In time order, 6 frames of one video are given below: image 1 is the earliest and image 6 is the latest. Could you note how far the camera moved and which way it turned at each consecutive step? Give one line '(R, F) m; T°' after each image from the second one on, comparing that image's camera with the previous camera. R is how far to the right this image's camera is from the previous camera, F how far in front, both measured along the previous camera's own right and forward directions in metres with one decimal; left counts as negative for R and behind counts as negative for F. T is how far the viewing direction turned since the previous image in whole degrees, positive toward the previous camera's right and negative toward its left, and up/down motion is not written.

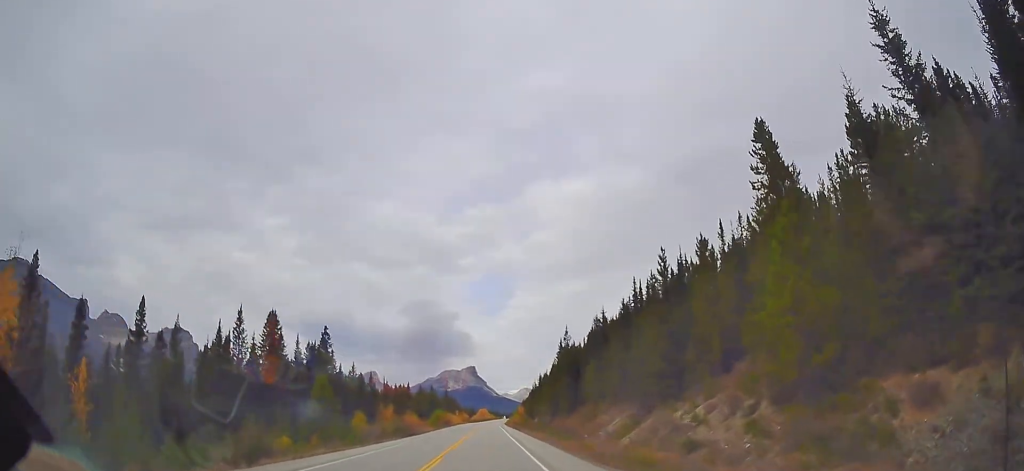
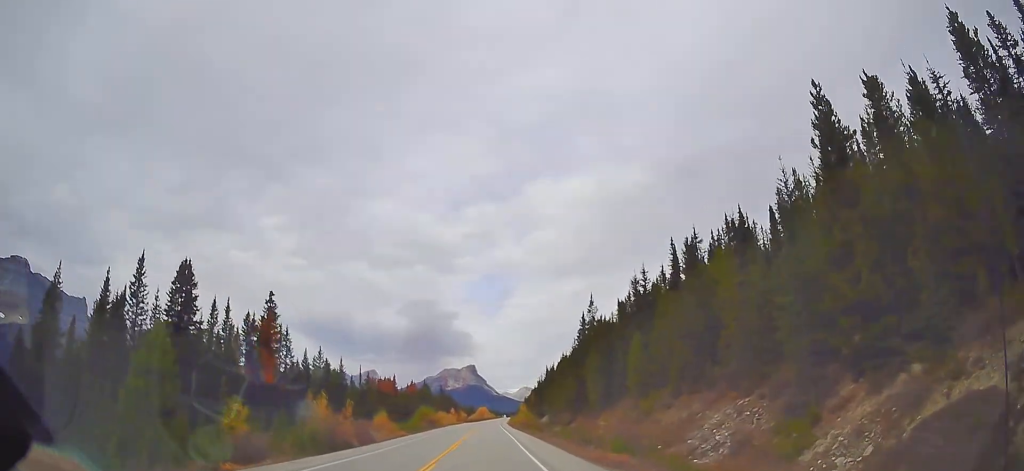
(0.0, +26.7) m; 0°
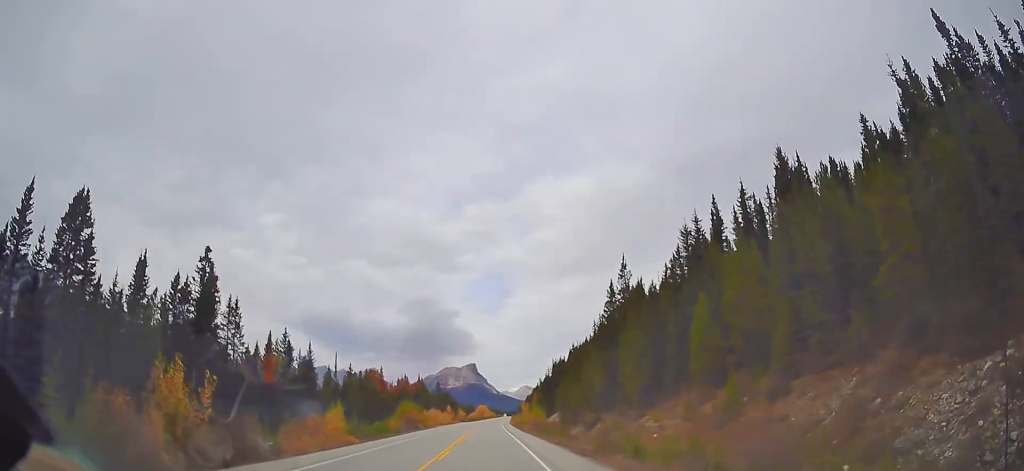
(+0.1, +19.7) m; 0°
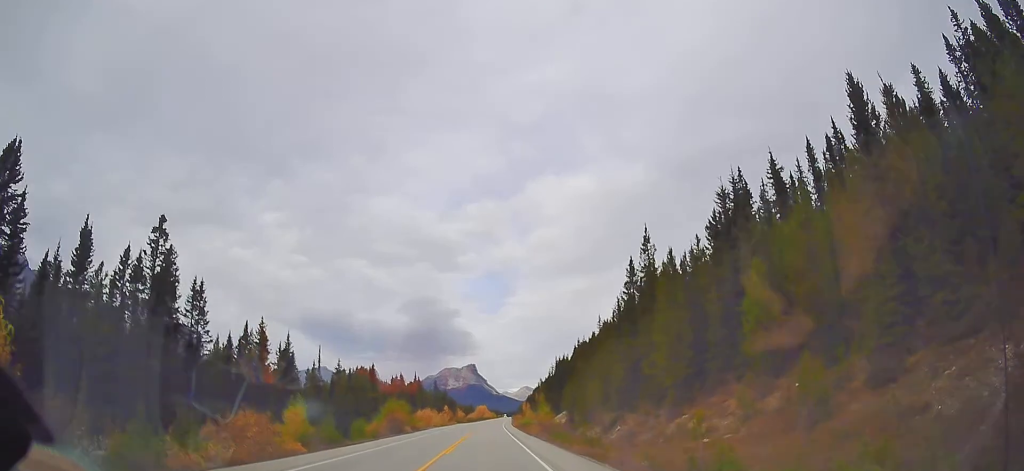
(+0.1, +10.6) m; 0°
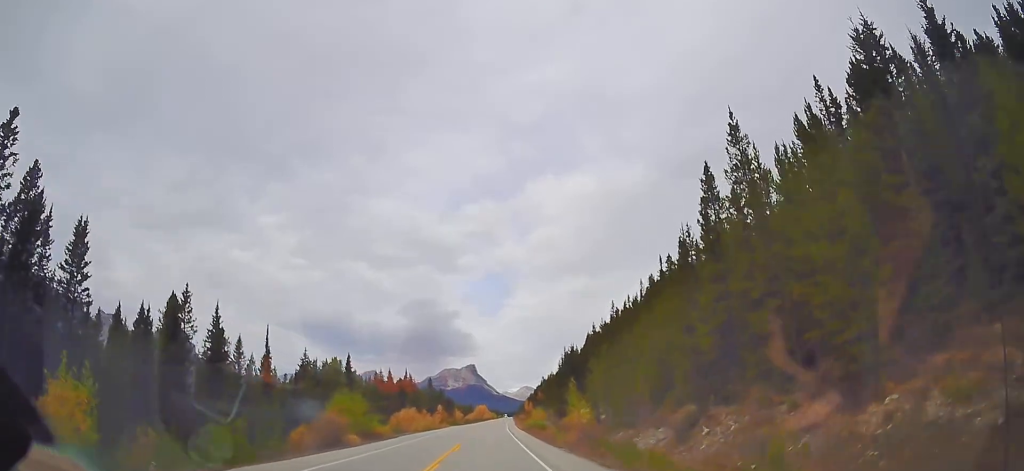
(-0.1, +21.7) m; 0°
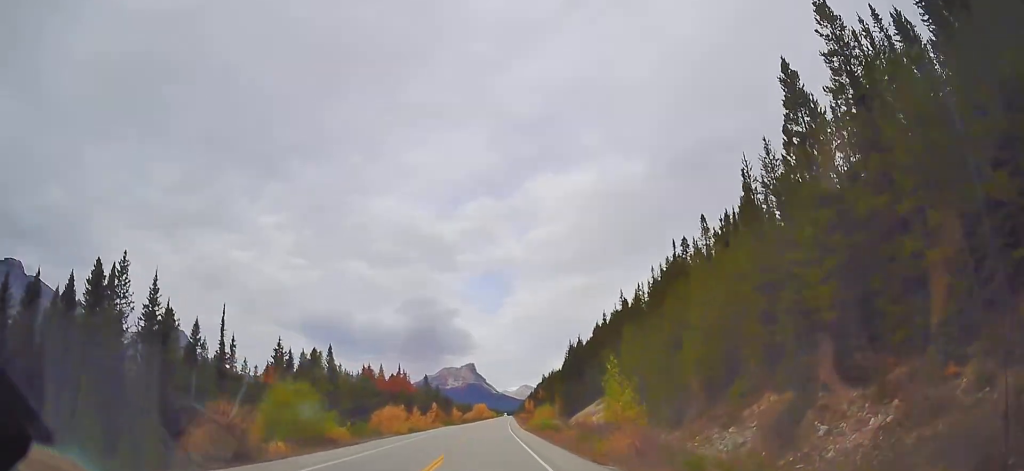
(0.0, +12.0) m; 0°
